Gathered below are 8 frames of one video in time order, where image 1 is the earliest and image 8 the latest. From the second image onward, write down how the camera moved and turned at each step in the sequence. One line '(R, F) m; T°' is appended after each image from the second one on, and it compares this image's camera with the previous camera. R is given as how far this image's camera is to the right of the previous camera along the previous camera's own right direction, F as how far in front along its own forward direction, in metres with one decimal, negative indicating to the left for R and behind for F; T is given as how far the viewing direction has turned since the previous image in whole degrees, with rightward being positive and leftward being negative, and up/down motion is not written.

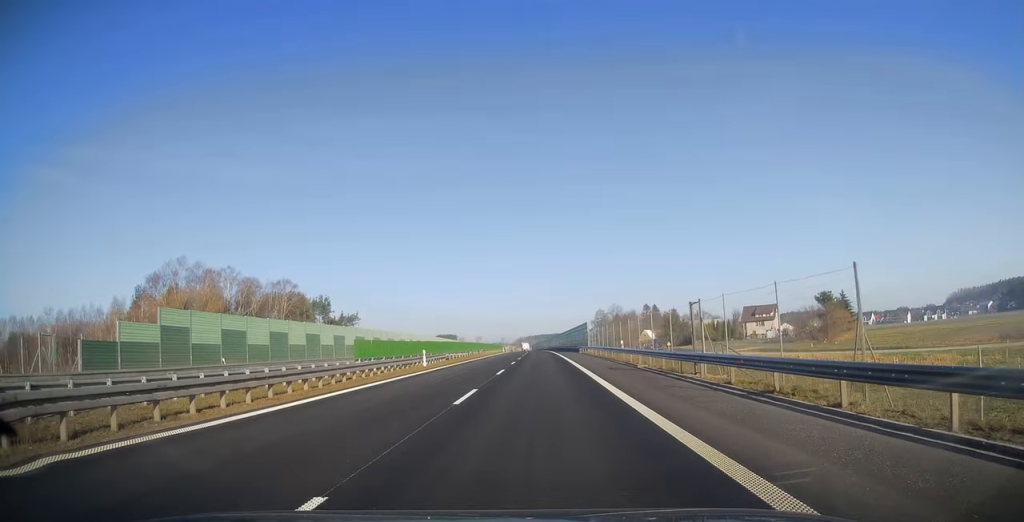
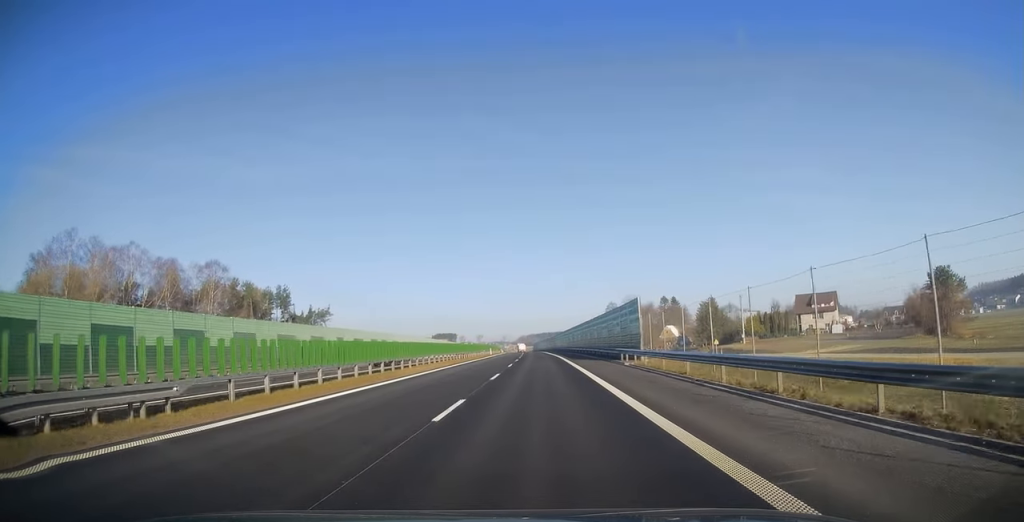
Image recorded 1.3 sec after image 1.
(0.0, +38.0) m; 0°
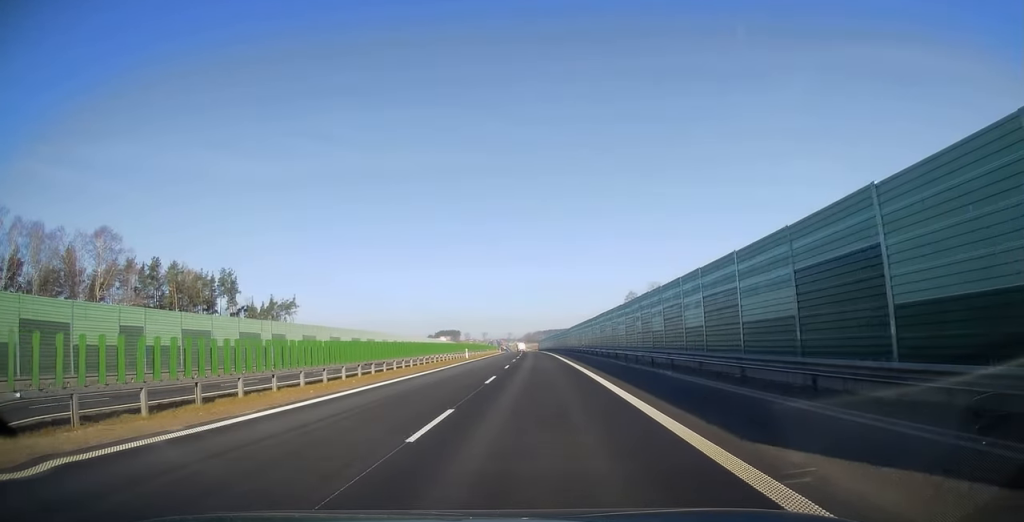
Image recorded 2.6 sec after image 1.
(-0.1, +37.7) m; -1°
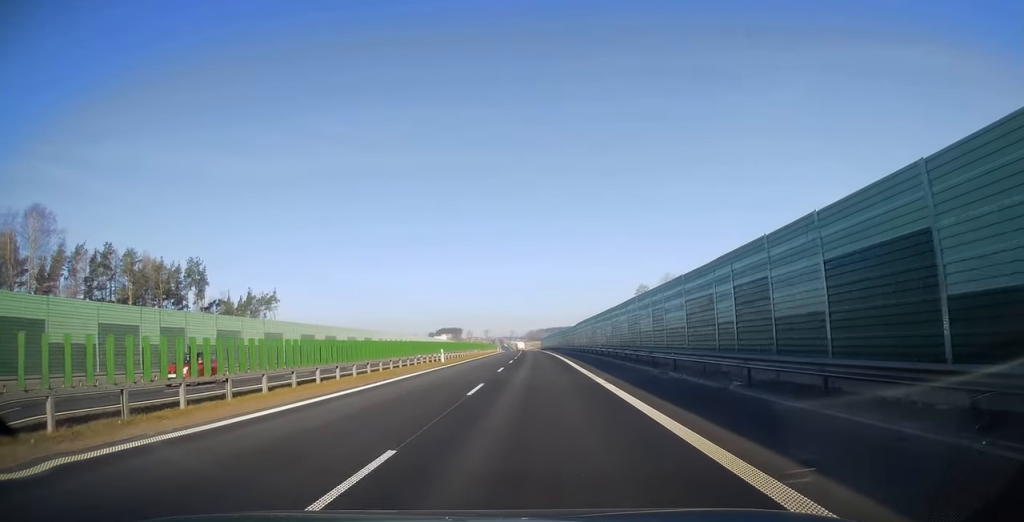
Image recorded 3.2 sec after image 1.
(+0.1, +16.4) m; -1°
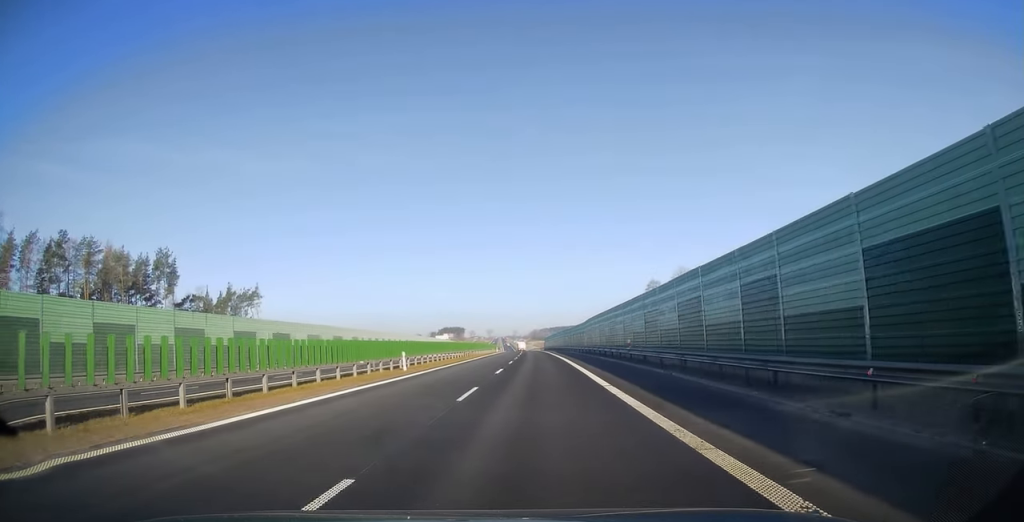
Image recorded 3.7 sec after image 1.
(-0.2, +13.5) m; 0°
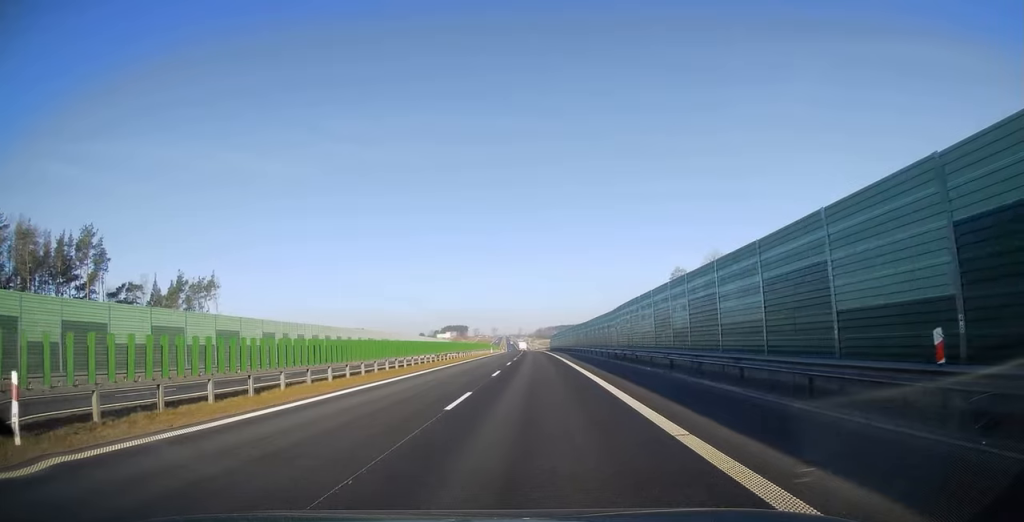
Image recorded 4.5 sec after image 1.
(-0.2, +25.6) m; -1°
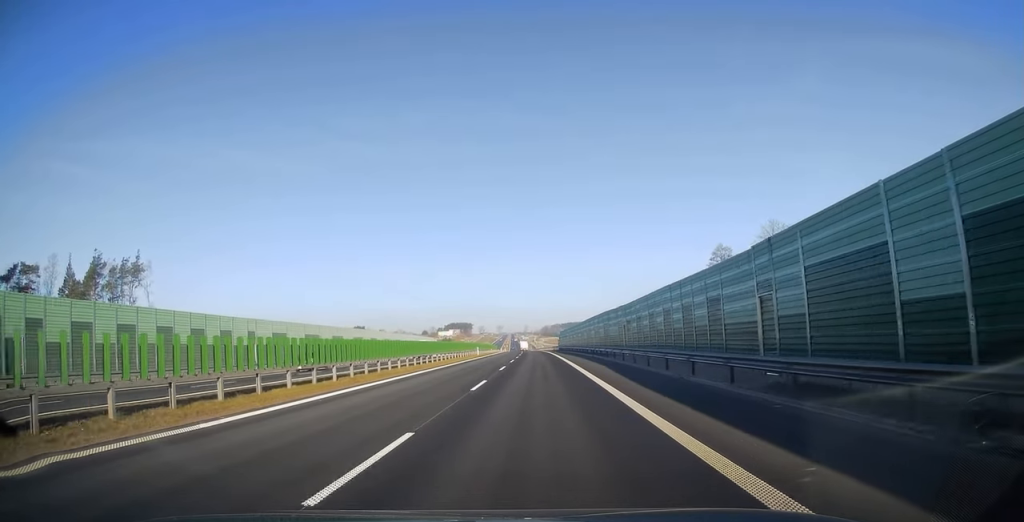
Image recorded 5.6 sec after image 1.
(-0.1, +30.9) m; 0°
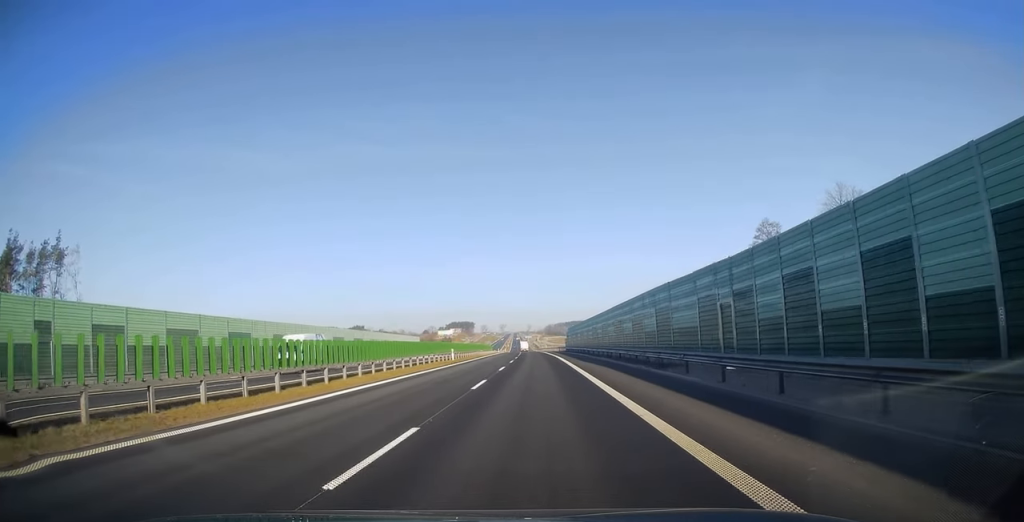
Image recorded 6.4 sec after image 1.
(0.0, +23.3) m; 0°
